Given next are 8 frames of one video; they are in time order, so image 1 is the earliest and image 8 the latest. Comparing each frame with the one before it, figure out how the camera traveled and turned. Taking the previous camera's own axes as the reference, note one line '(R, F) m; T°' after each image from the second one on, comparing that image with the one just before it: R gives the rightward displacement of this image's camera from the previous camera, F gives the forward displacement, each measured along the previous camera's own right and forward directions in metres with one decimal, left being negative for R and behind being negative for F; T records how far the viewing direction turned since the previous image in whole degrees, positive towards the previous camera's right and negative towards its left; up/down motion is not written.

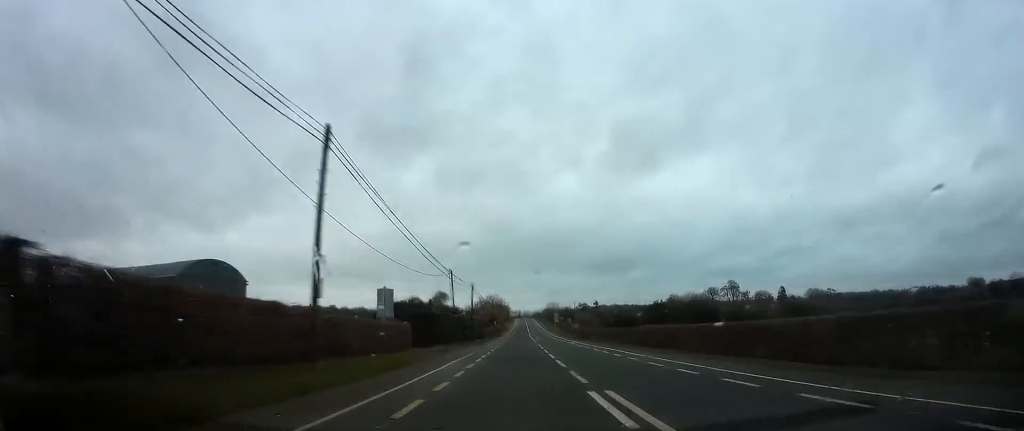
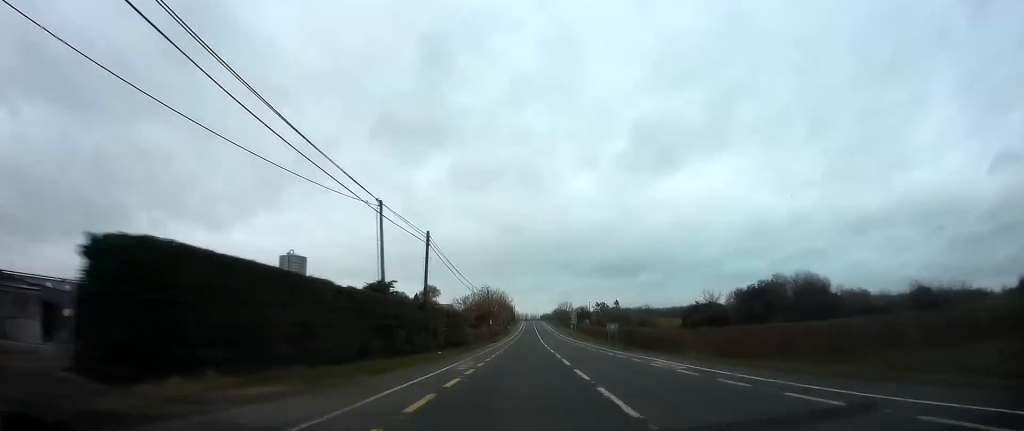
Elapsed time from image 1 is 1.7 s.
(0.0, +35.4) m; 0°
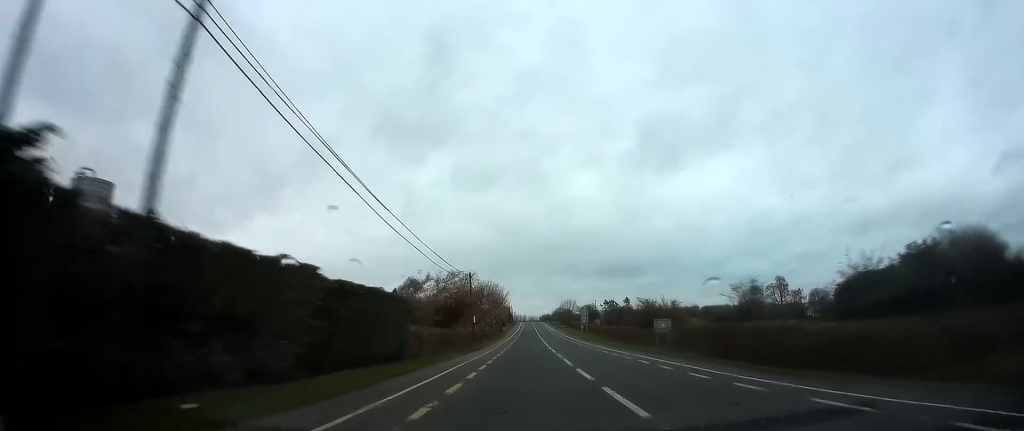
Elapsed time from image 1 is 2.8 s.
(-0.1, +24.8) m; -1°
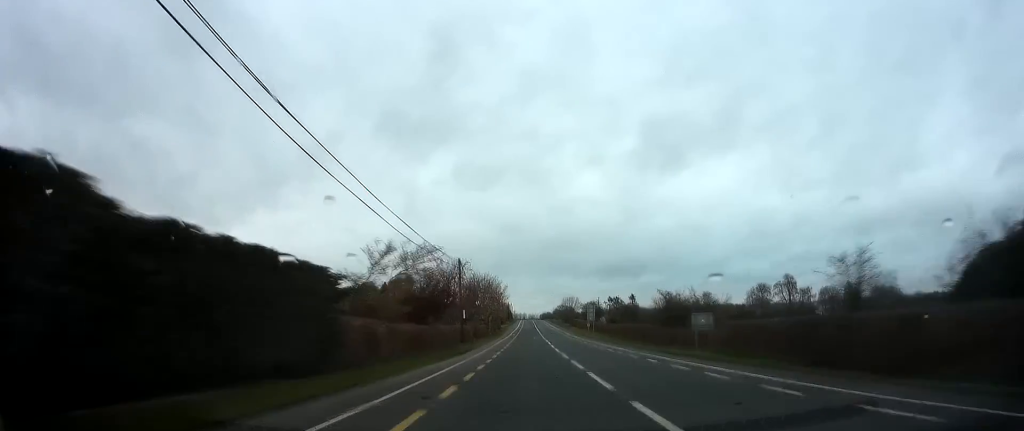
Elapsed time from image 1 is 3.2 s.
(0.0, +9.7) m; 0°
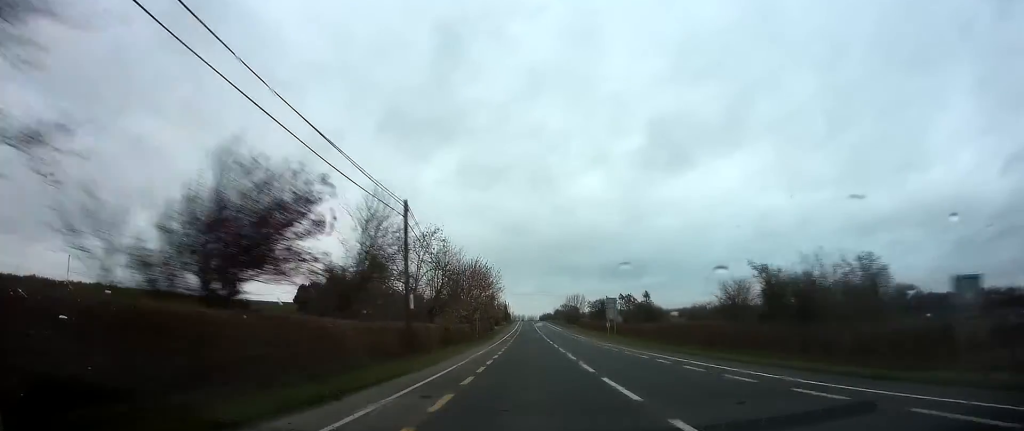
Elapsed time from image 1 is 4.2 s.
(0.0, +21.8) m; 0°
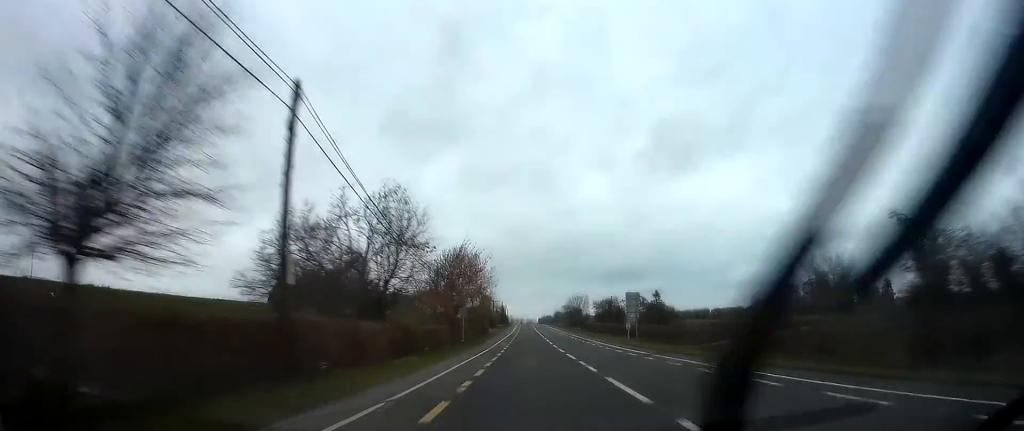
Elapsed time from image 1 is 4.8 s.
(+0.1, +13.6) m; 0°
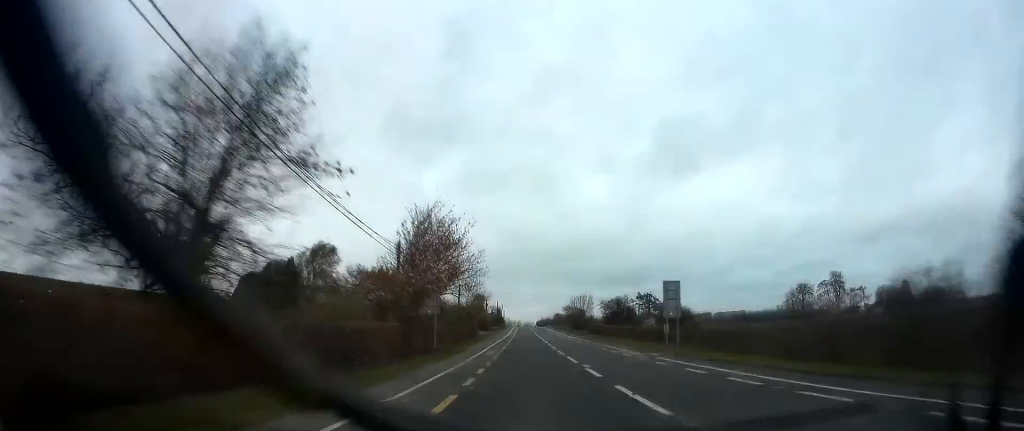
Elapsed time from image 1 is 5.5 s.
(0.0, +15.3) m; 0°
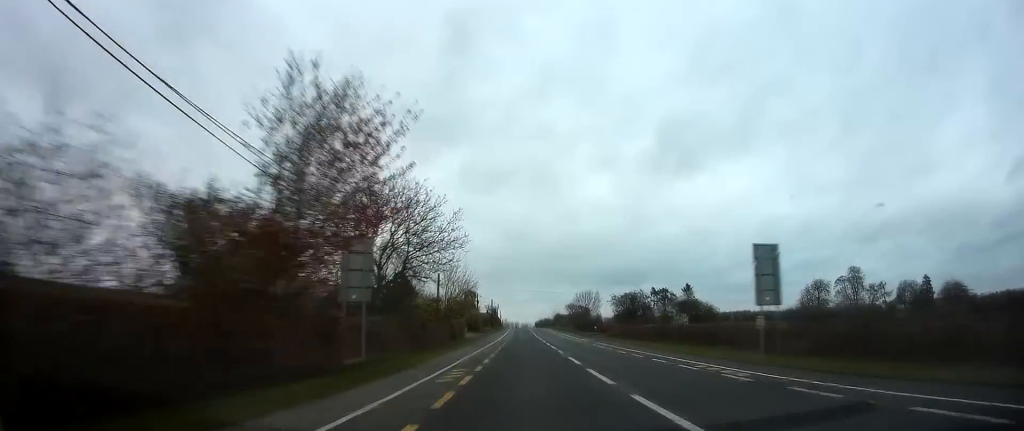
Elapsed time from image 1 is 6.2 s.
(0.0, +16.1) m; 0°
